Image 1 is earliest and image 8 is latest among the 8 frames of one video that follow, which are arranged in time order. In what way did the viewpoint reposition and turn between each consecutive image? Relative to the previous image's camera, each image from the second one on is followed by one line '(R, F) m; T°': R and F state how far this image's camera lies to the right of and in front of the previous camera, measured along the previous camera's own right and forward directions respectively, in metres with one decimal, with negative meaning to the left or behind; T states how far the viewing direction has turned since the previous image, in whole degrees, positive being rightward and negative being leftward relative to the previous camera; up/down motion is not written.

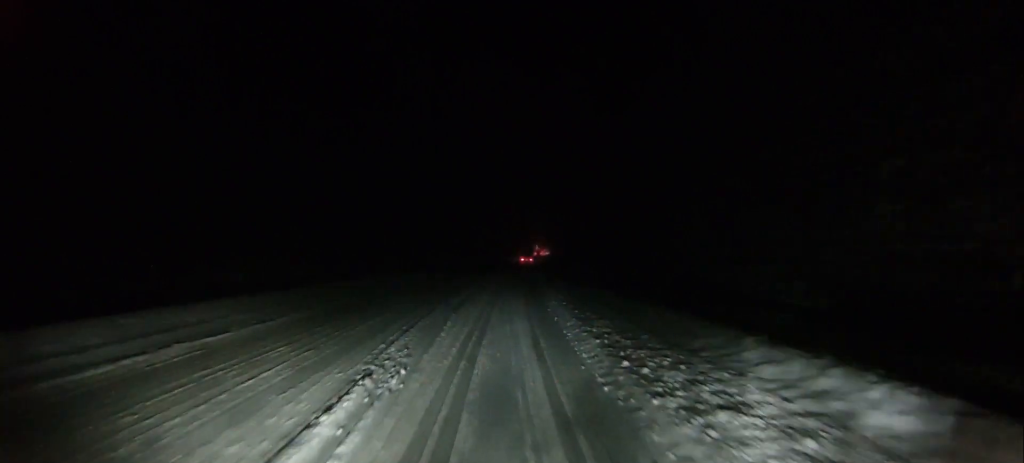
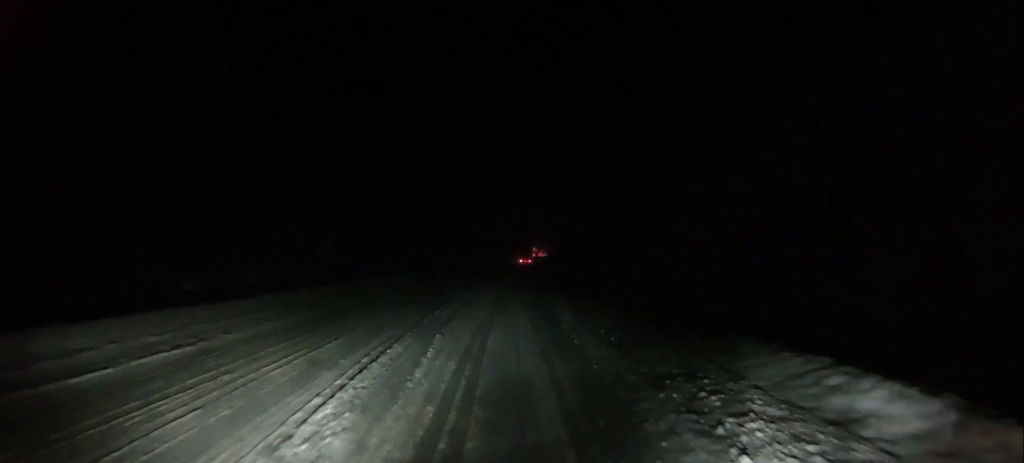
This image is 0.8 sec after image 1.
(0.0, +7.1) m; 0°
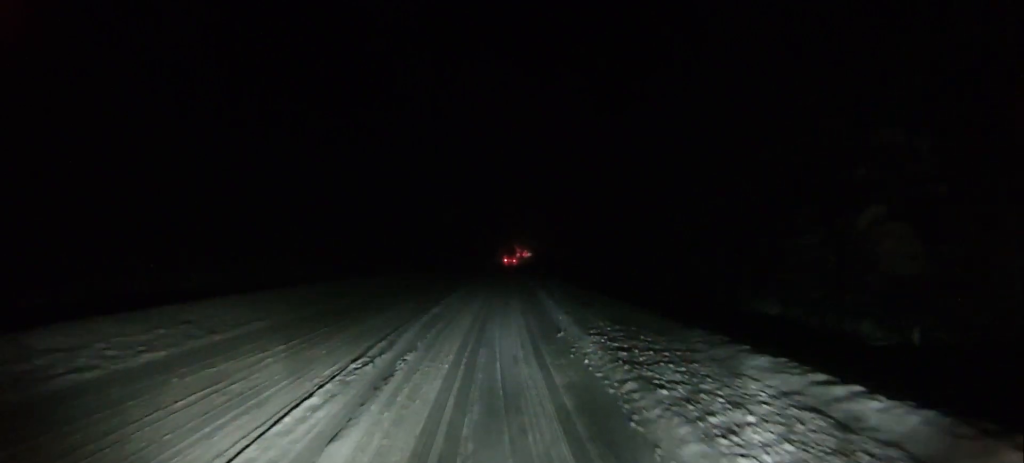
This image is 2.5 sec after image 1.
(+0.2, +14.8) m; +3°
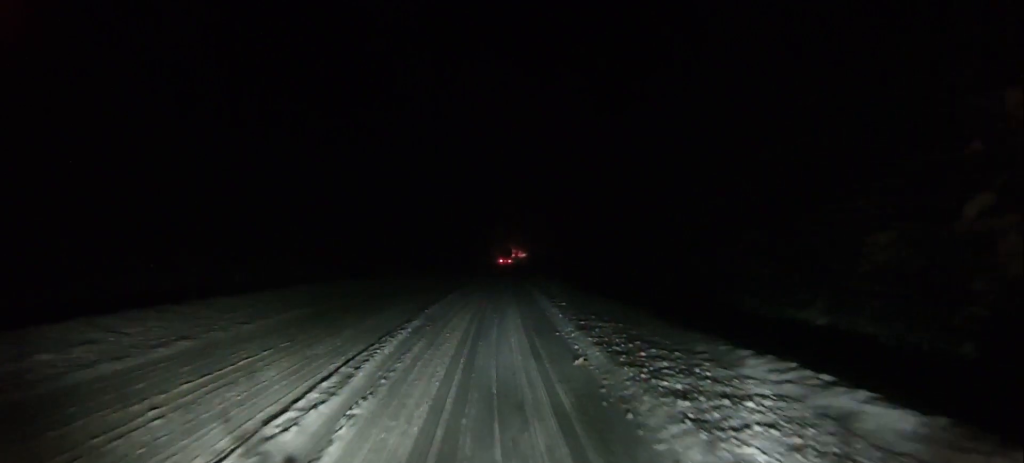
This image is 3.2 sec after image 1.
(0.0, +5.5) m; +2°
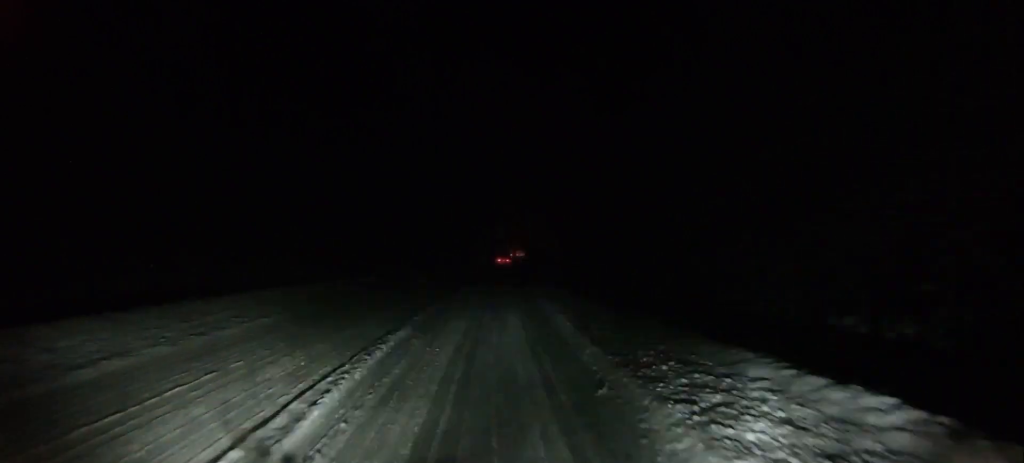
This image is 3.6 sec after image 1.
(+0.1, +3.5) m; +1°
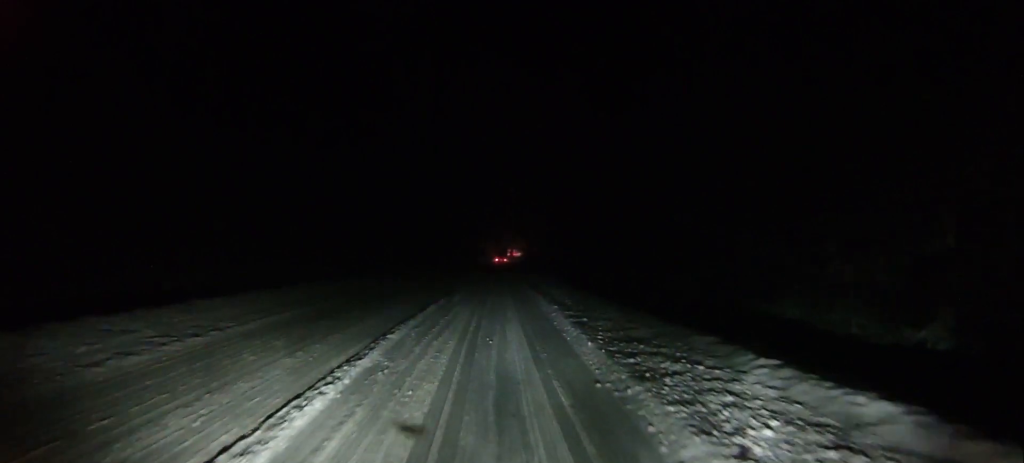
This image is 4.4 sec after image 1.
(+0.2, +5.6) m; 0°
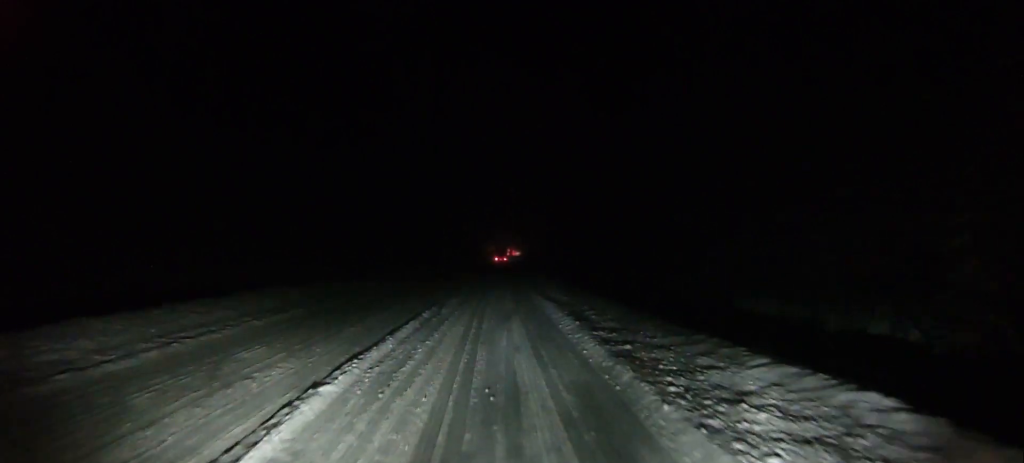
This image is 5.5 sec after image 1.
(-0.2, +7.7) m; 0°
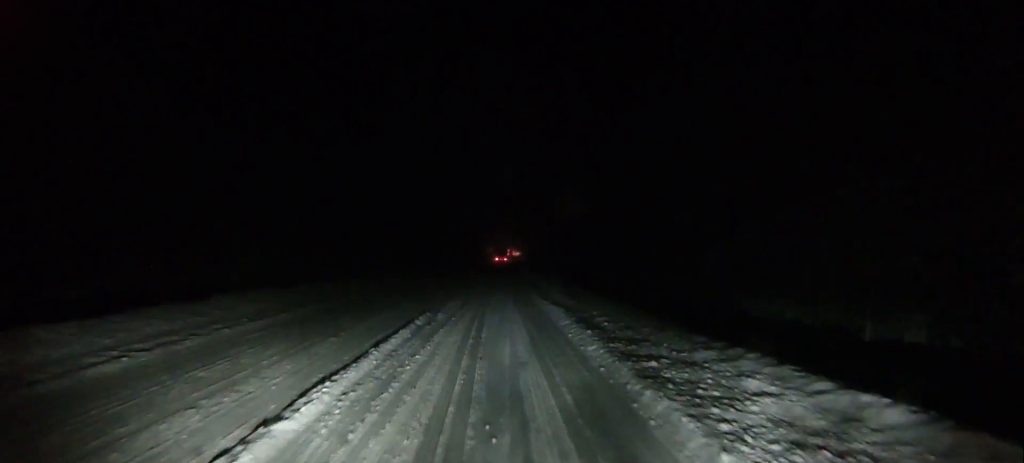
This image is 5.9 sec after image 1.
(+0.1, +2.6) m; +1°
